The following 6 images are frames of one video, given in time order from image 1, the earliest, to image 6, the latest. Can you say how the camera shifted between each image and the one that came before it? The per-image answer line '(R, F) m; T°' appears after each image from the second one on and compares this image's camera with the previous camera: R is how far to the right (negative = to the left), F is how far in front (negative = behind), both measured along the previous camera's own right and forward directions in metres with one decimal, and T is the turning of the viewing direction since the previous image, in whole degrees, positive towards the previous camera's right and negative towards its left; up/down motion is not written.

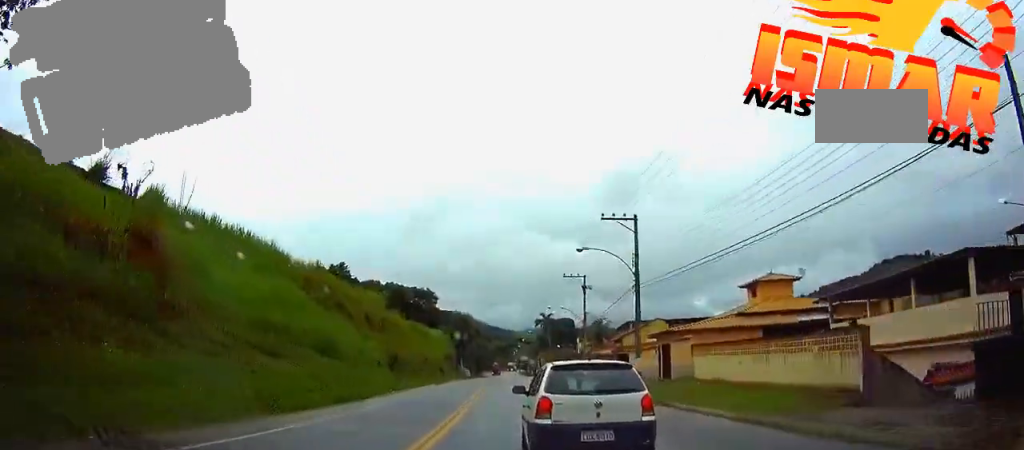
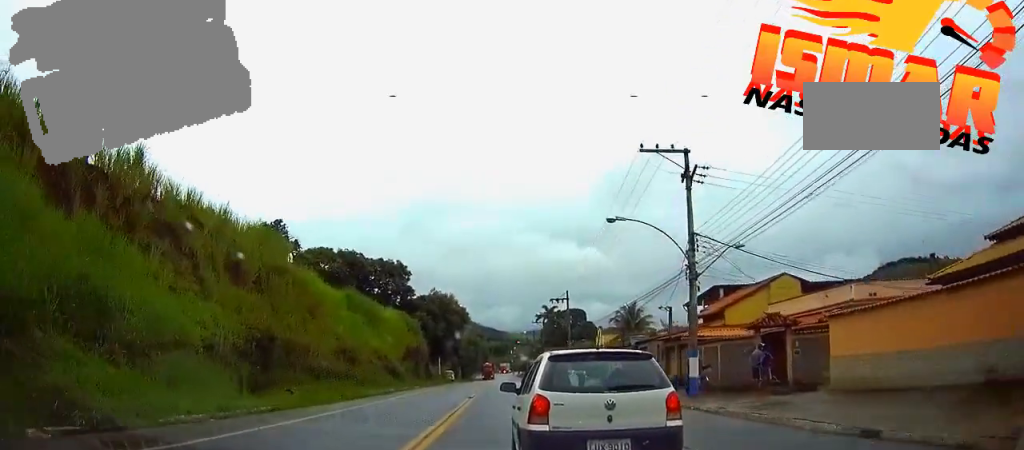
(0.0, +35.2) m; 0°
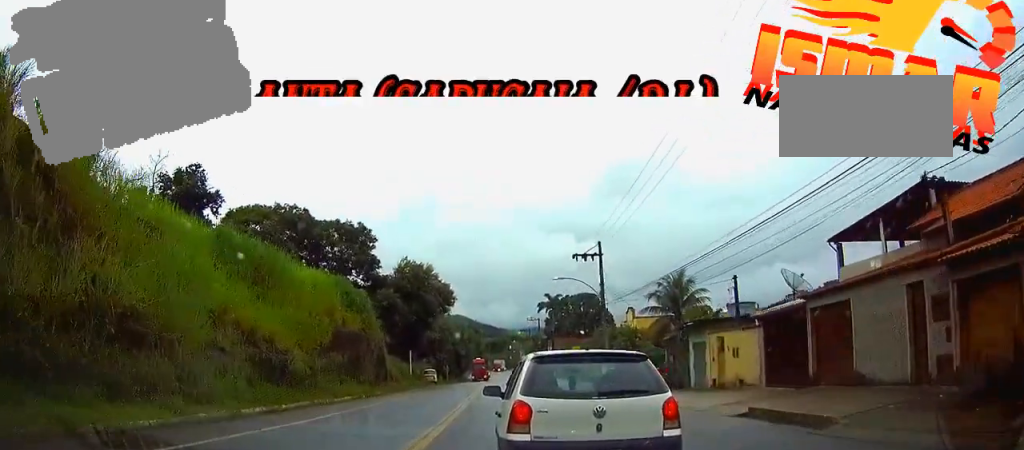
(0.0, +25.3) m; 0°
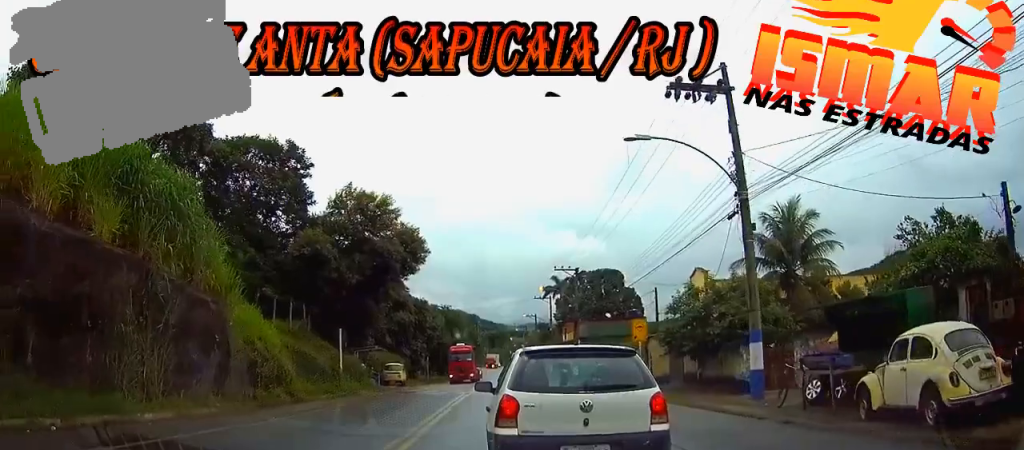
(0.0, +26.2) m; 0°
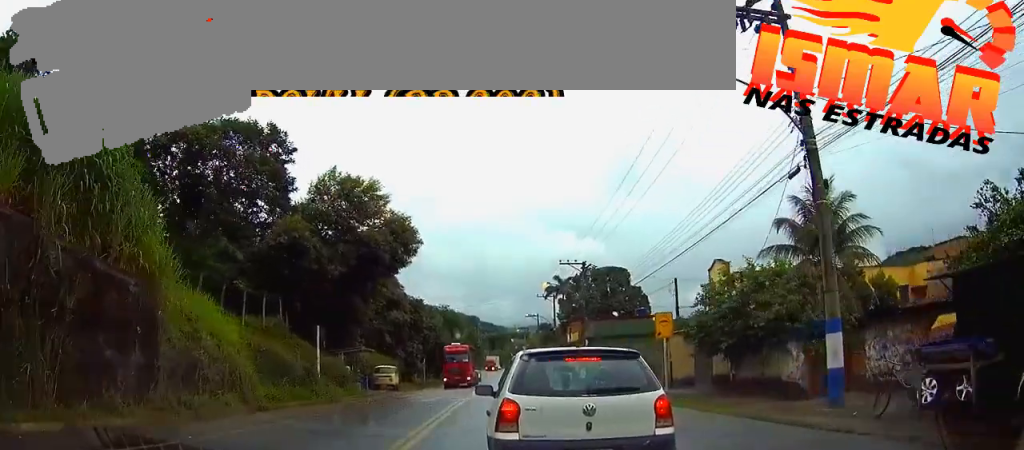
(0.0, +3.9) m; 0°
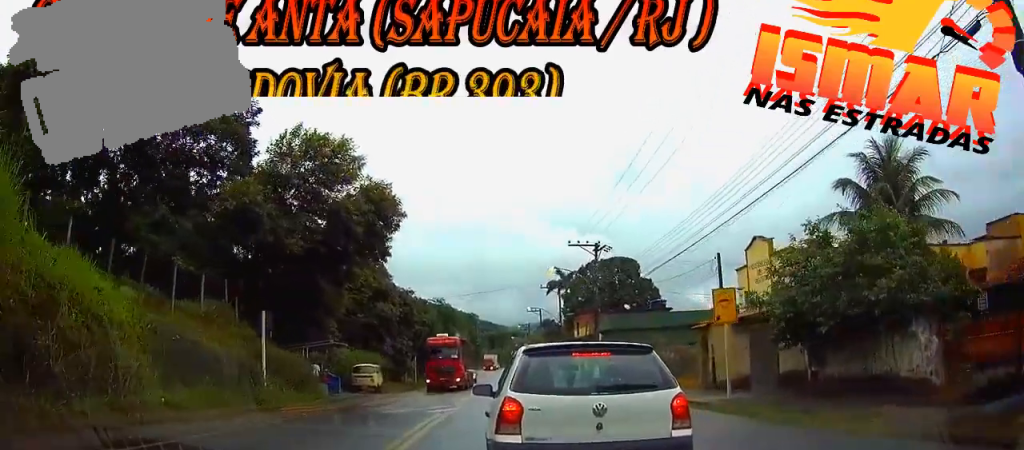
(0.0, +6.4) m; 0°
